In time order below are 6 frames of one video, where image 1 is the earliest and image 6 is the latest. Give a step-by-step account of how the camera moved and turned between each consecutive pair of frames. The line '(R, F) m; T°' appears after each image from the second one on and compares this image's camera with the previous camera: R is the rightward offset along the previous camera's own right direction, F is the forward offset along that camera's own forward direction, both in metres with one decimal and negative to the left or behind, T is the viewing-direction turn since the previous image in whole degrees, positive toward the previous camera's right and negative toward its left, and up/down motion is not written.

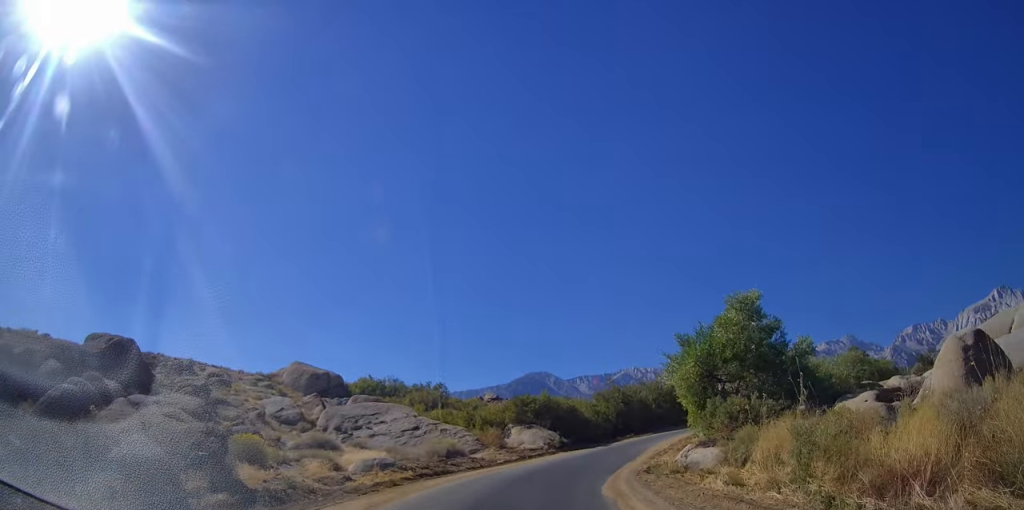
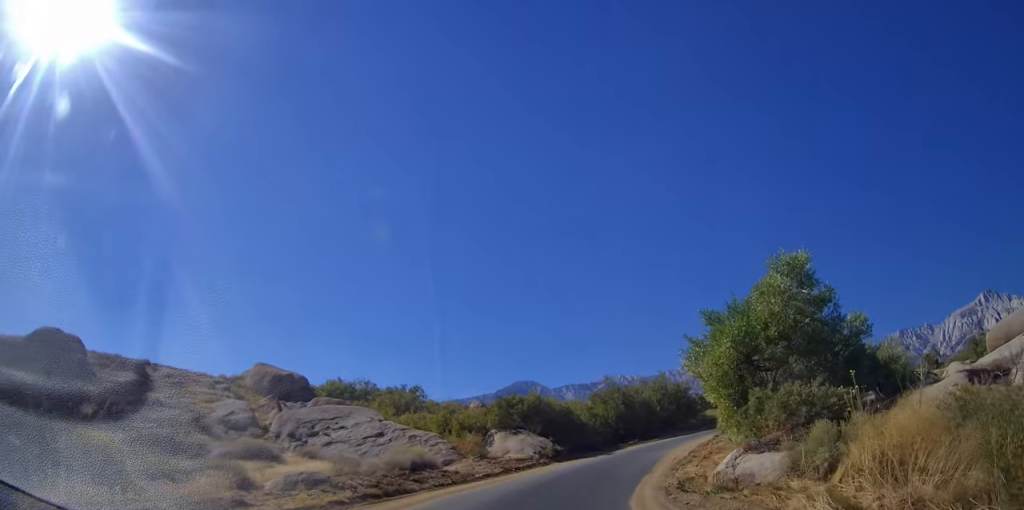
(-0.1, +6.6) m; -1°
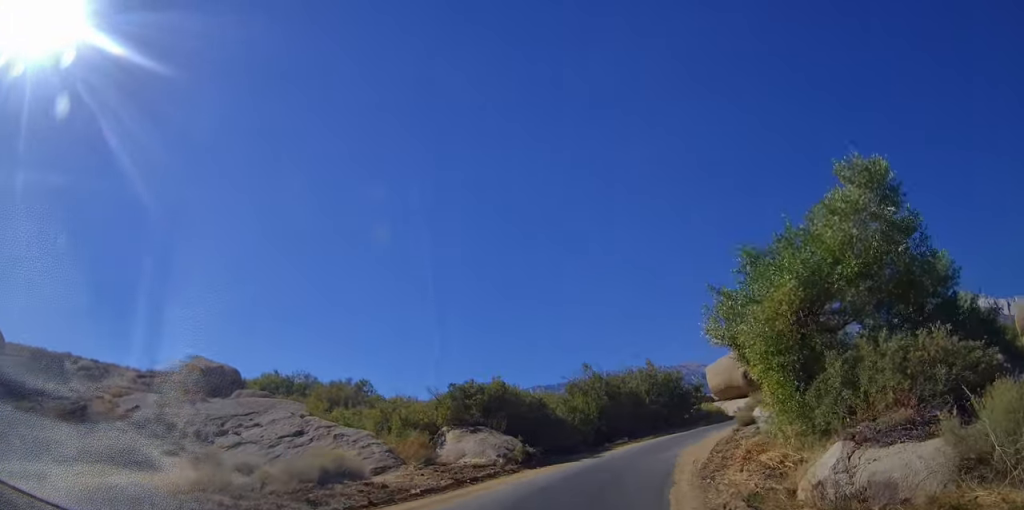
(-0.4, +7.4) m; +2°
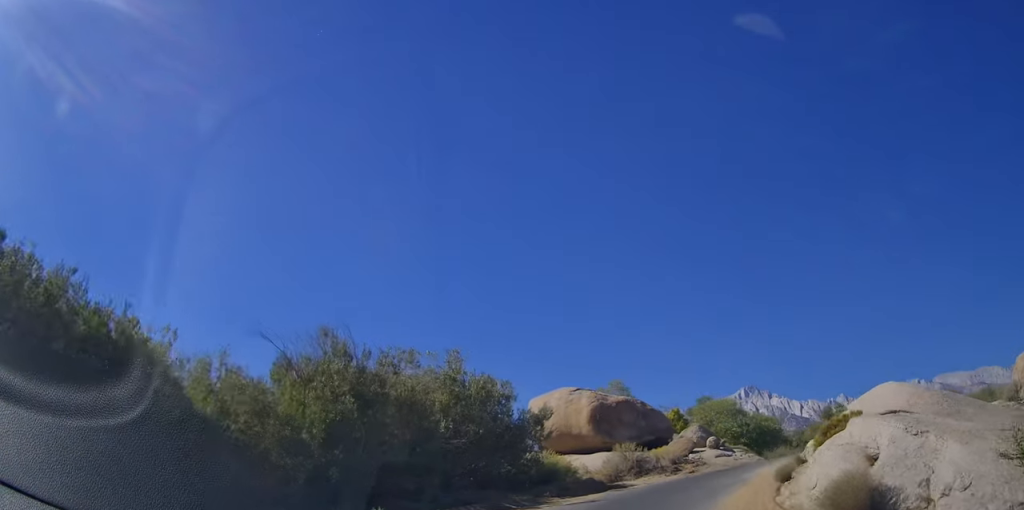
(+2.8, +19.2) m; +16°
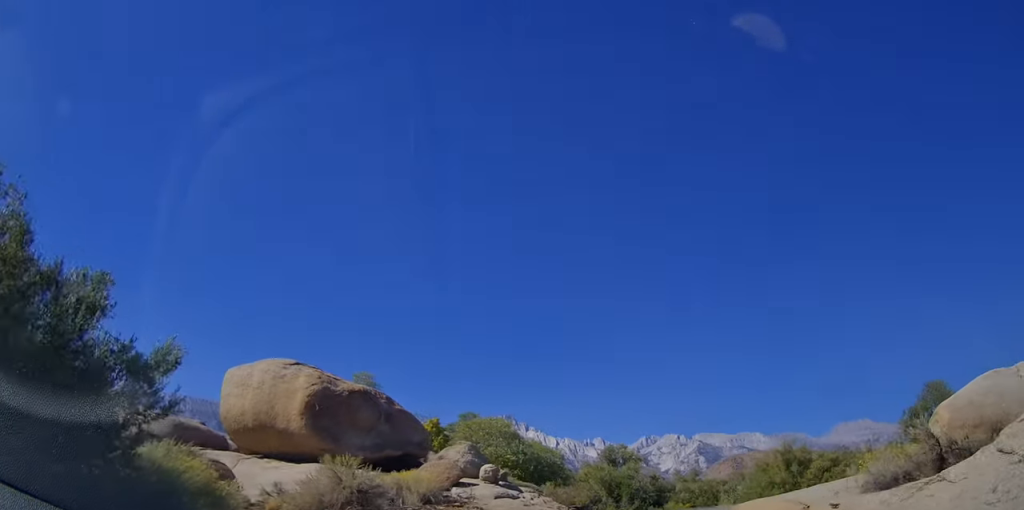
(+2.5, +13.1) m; +29°
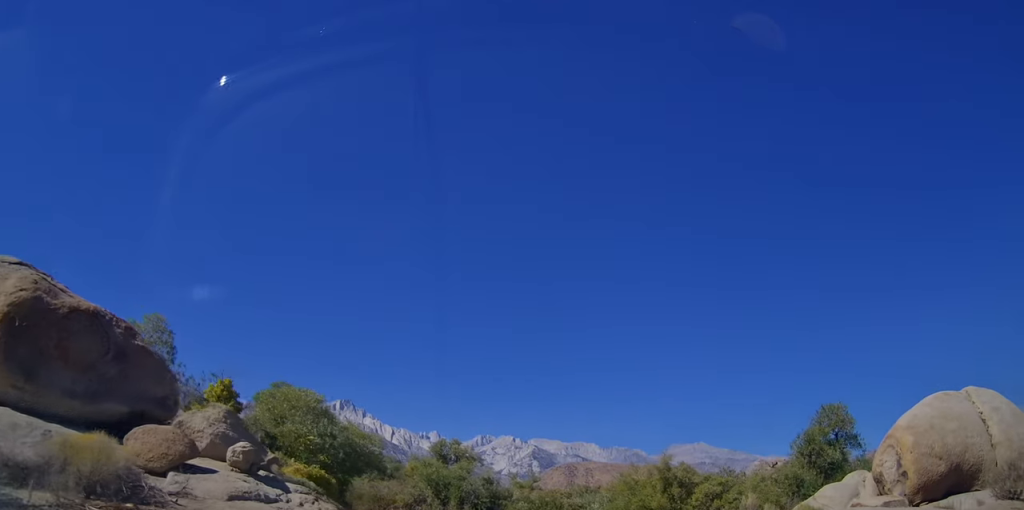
(+1.5, +7.5) m; +20°
